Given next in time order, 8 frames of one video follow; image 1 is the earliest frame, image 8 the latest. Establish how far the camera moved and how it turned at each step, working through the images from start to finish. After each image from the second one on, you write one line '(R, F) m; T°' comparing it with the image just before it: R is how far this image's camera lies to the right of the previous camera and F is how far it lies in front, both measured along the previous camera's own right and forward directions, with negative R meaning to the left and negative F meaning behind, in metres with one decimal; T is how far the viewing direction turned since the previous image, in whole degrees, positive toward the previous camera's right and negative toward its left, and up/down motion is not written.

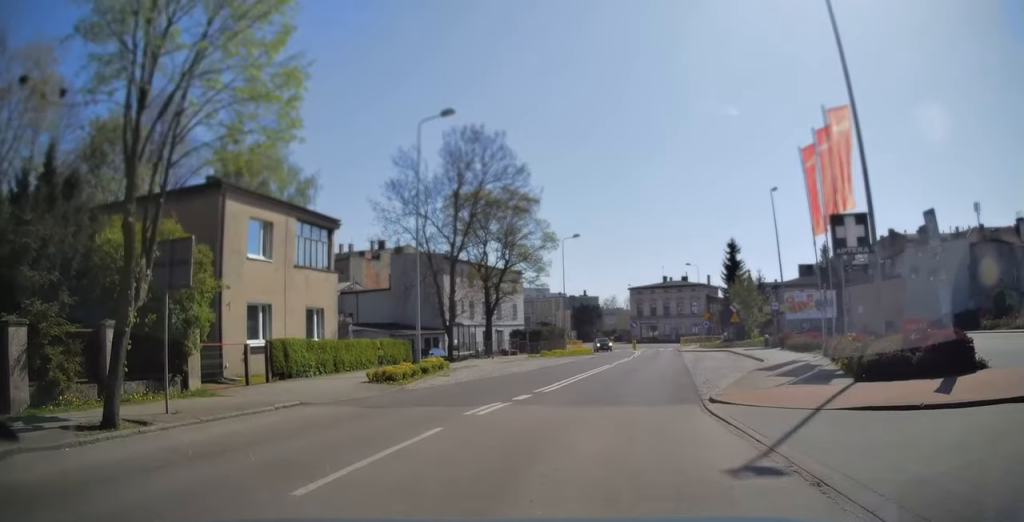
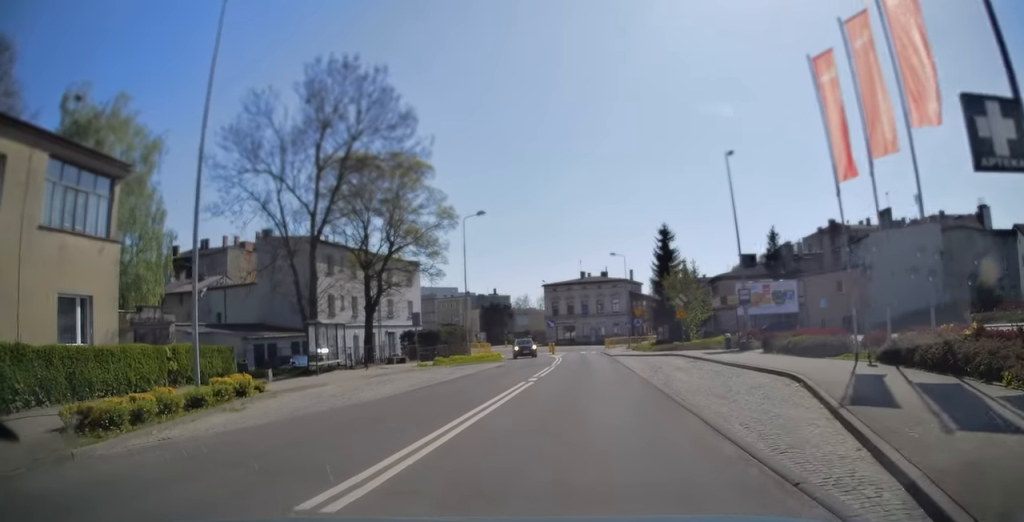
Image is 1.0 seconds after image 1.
(+1.0, +10.4) m; +9°
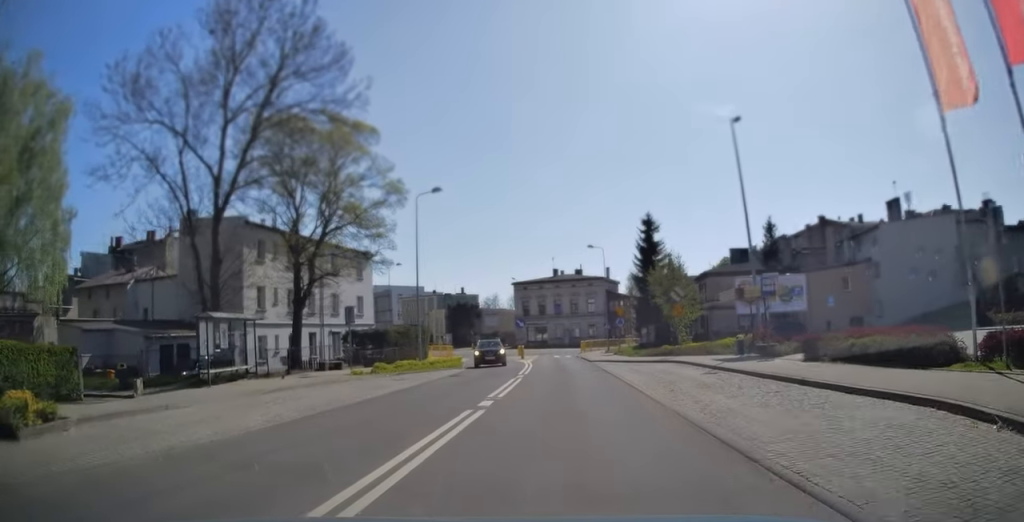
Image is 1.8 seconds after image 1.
(+0.3, +7.2) m; +3°
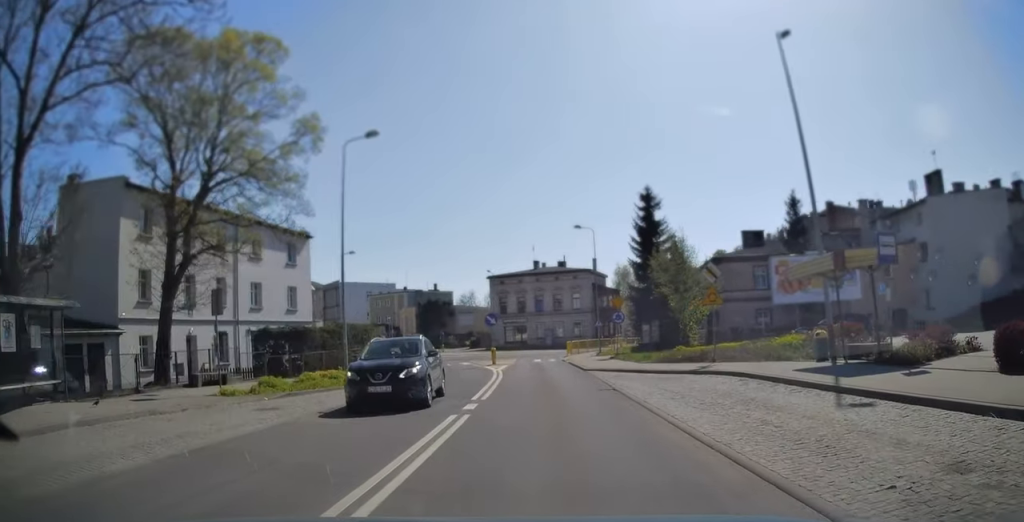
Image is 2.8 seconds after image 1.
(+0.3, +10.4) m; +3°
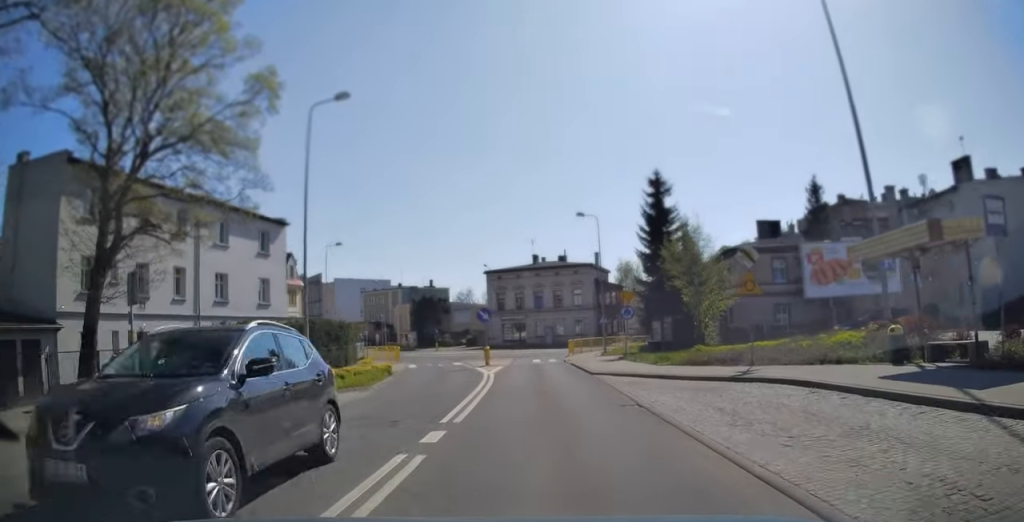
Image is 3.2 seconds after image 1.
(0.0, +4.2) m; +1°
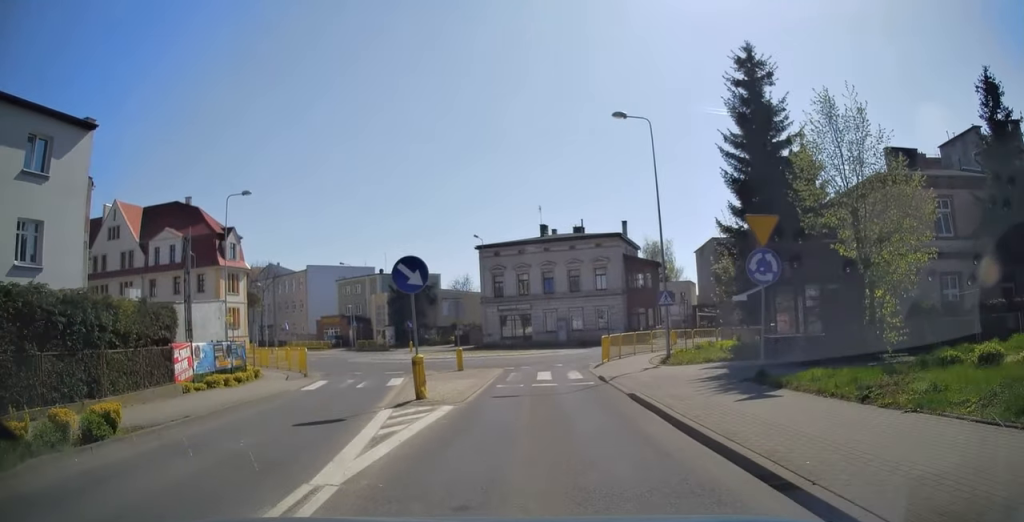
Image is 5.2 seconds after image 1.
(+0.1, +19.6) m; -2°
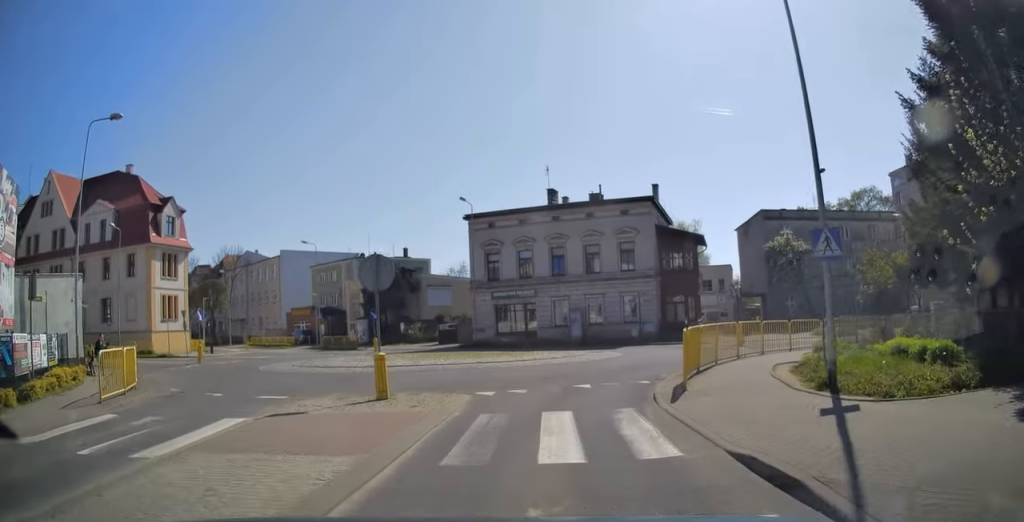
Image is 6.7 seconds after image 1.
(-0.3, +13.8) m; -1°
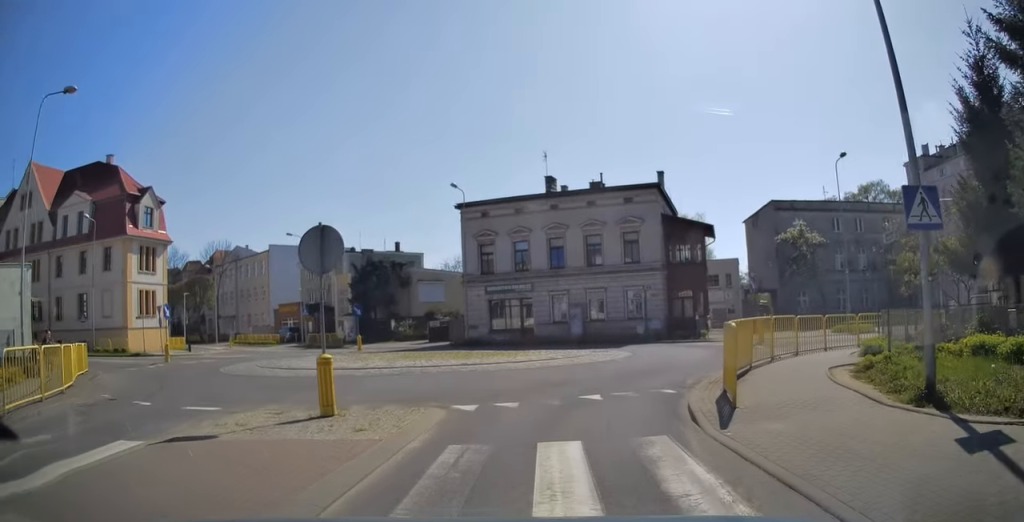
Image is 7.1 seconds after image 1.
(0.0, +3.3) m; 0°
